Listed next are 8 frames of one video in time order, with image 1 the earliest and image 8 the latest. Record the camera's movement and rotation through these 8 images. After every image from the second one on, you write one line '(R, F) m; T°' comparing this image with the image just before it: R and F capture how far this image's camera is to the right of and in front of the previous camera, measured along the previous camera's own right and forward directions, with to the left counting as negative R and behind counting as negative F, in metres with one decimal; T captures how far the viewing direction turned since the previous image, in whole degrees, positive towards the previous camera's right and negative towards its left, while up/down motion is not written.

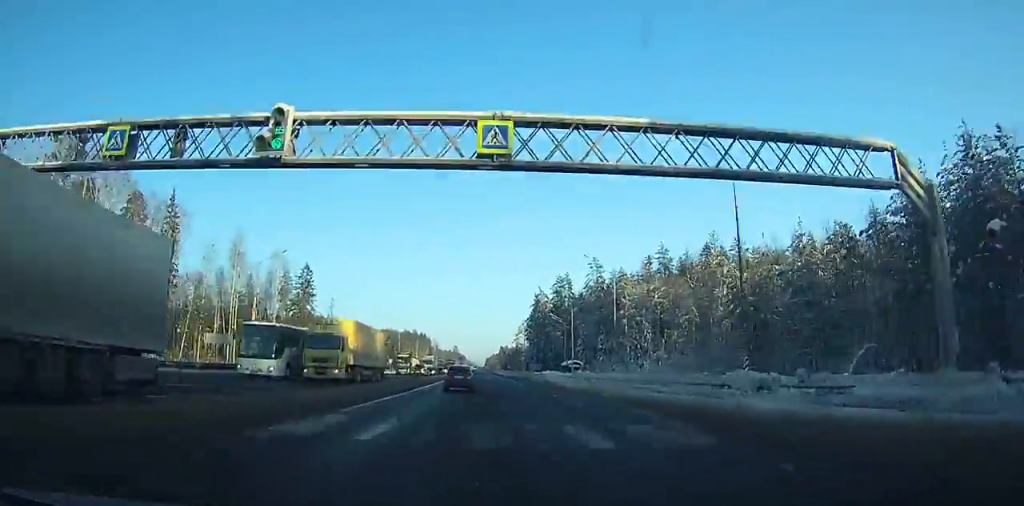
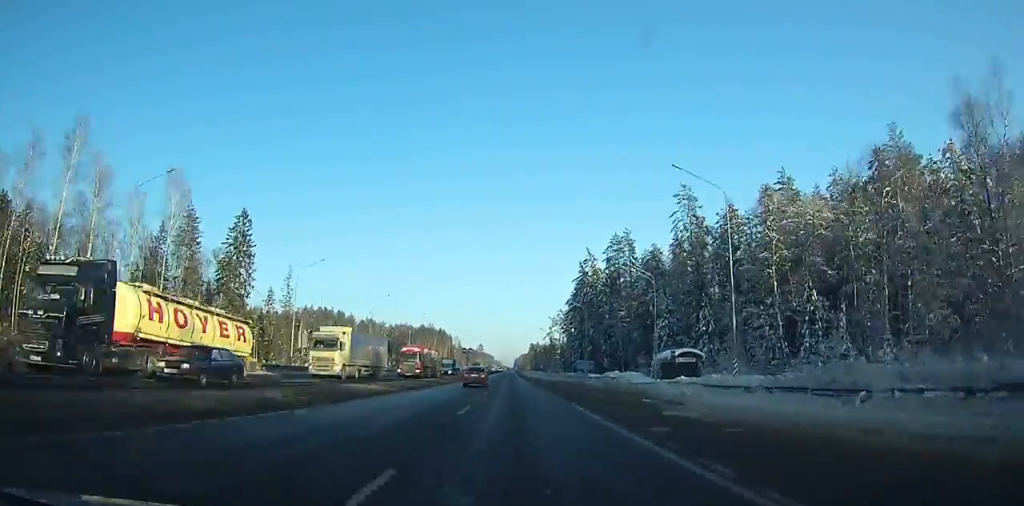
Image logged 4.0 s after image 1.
(-0.4, +61.3) m; -1°
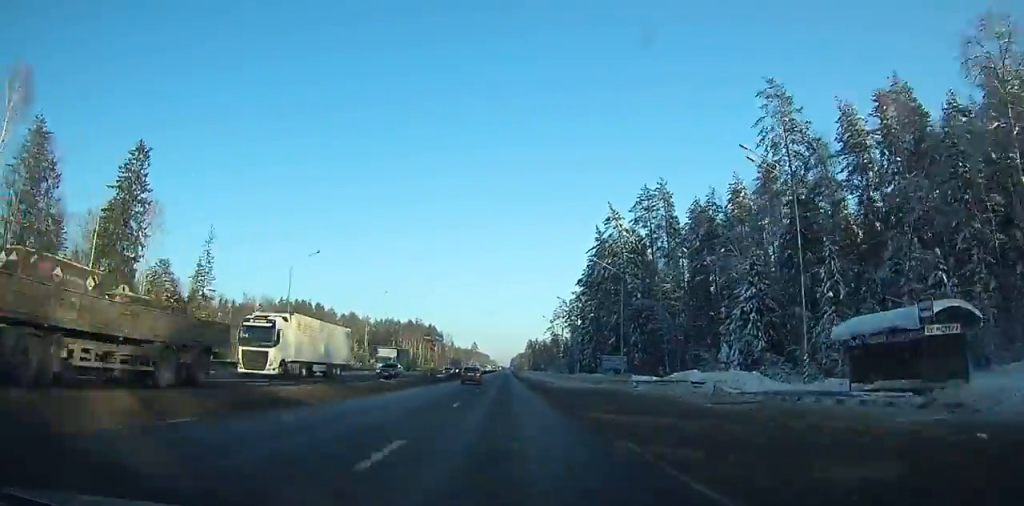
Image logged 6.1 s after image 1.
(-0.1, +36.3) m; 0°
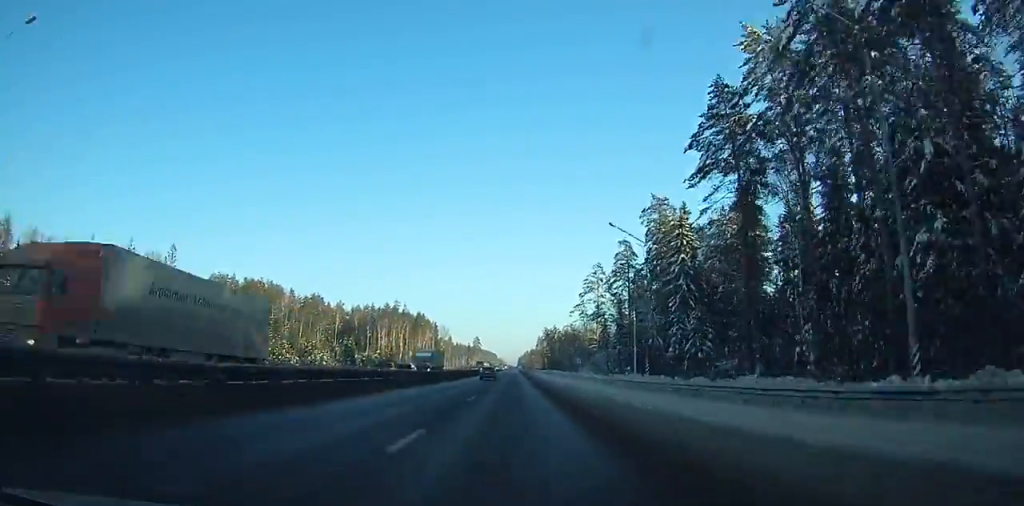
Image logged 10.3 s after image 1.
(-0.3, +77.5) m; 0°
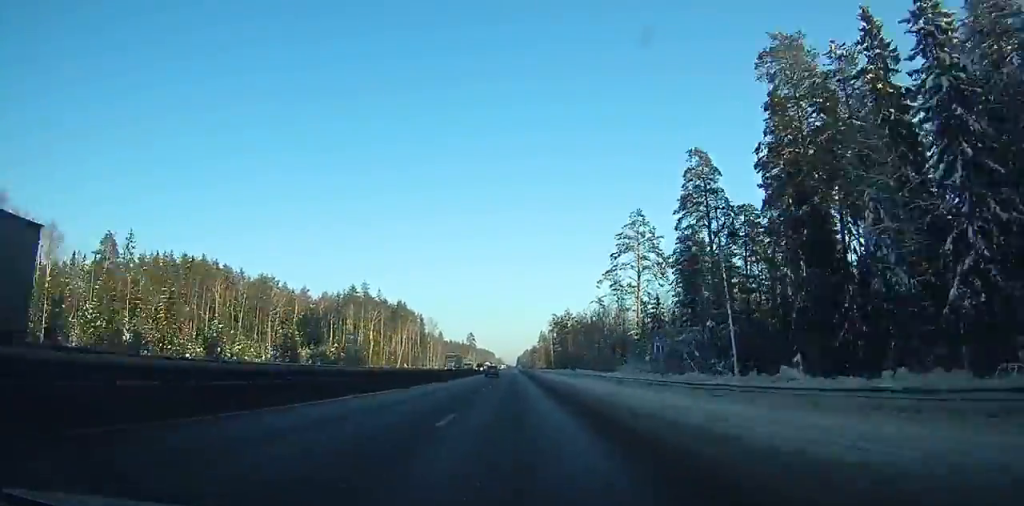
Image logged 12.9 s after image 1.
(+0.1, +50.3) m; 0°
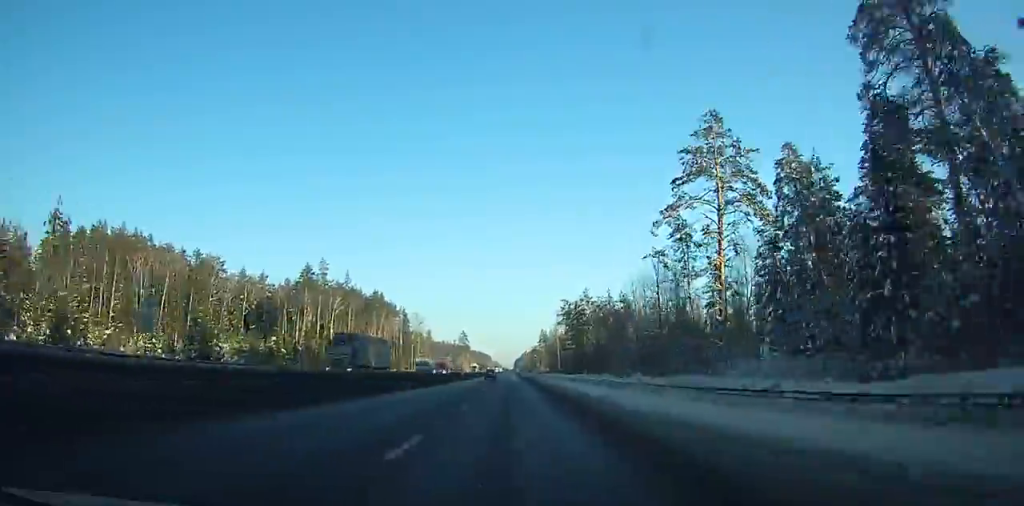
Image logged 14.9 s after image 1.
(+0.1, +39.0) m; 0°
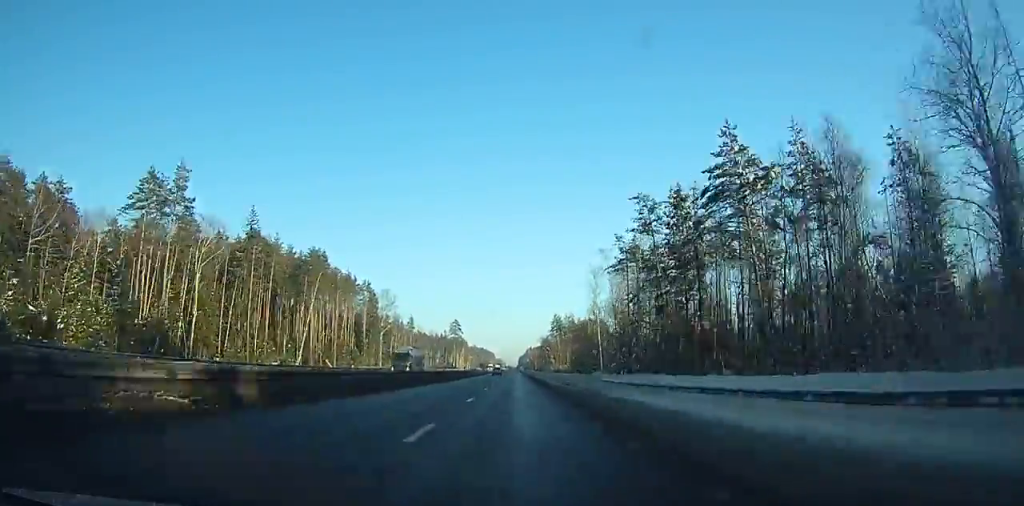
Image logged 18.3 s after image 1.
(0.0, +66.8) m; 0°
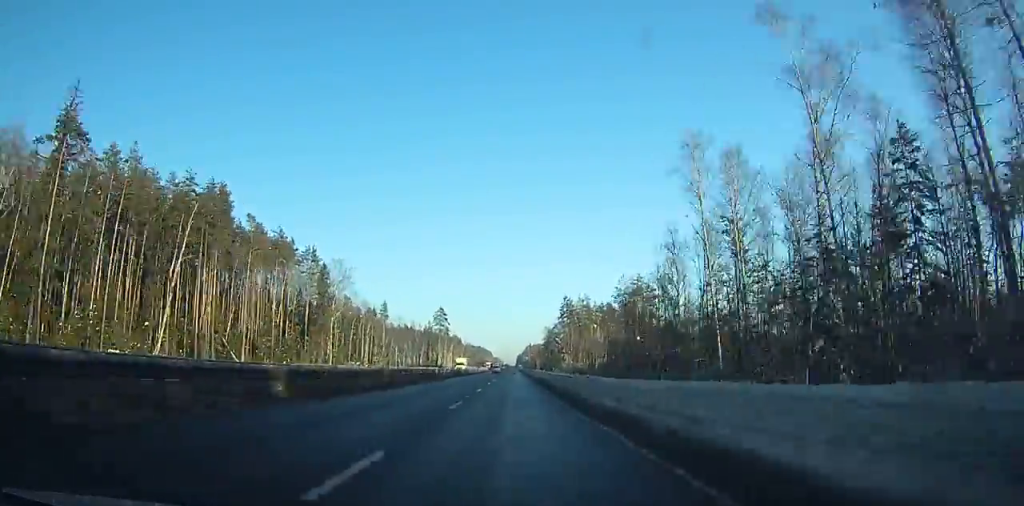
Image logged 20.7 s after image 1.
(-0.1, +48.6) m; 0°
